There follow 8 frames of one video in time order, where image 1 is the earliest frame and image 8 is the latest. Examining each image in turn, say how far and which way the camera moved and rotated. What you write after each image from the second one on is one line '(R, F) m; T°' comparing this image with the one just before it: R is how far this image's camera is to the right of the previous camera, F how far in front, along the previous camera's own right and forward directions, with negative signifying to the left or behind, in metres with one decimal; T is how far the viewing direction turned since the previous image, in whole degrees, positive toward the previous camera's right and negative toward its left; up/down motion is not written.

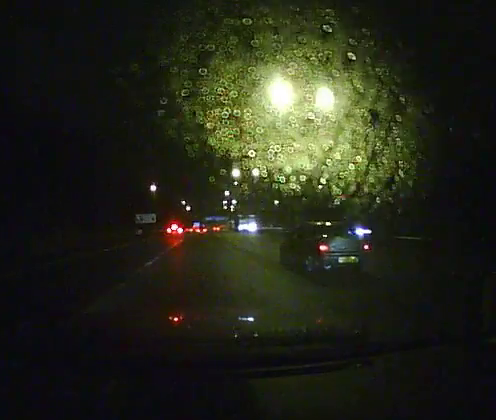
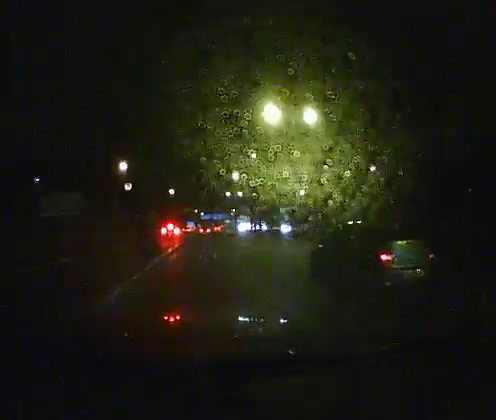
(+0.2, +39.0) m; +1°
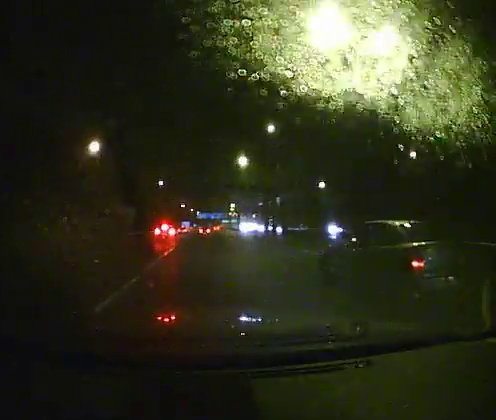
(+0.1, +19.4) m; 0°
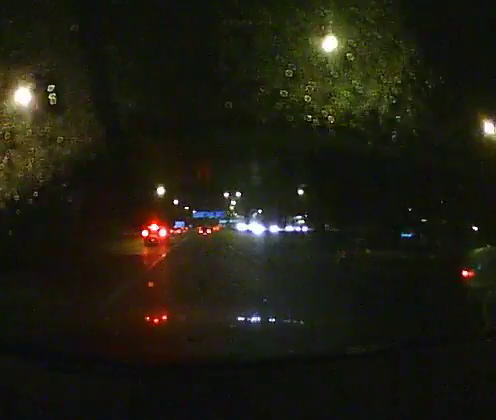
(+0.1, +23.6) m; 0°
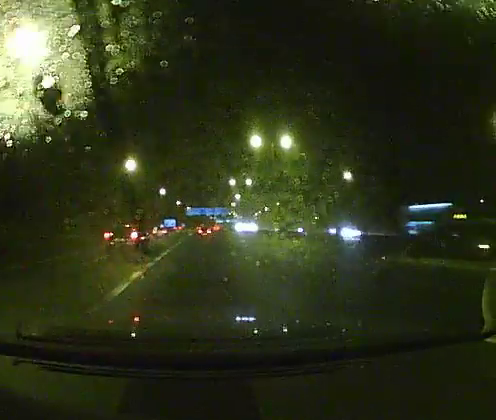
(0.0, +34.1) m; +1°
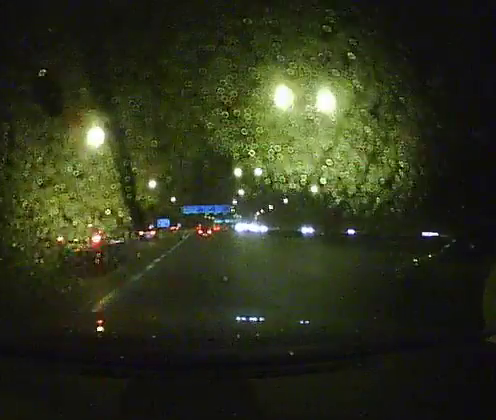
(+0.4, +16.9) m; +1°
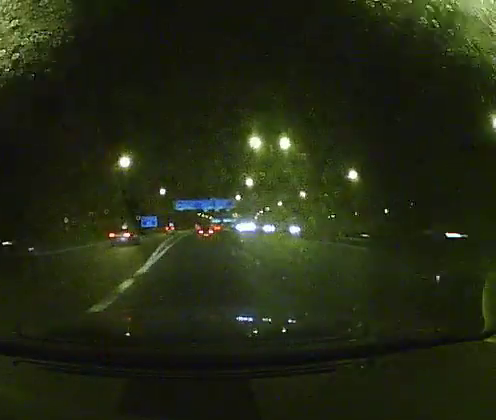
(+0.4, +25.1) m; +1°
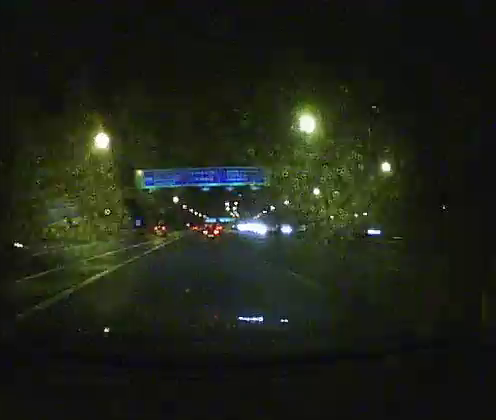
(+0.9, +51.9) m; +2°
